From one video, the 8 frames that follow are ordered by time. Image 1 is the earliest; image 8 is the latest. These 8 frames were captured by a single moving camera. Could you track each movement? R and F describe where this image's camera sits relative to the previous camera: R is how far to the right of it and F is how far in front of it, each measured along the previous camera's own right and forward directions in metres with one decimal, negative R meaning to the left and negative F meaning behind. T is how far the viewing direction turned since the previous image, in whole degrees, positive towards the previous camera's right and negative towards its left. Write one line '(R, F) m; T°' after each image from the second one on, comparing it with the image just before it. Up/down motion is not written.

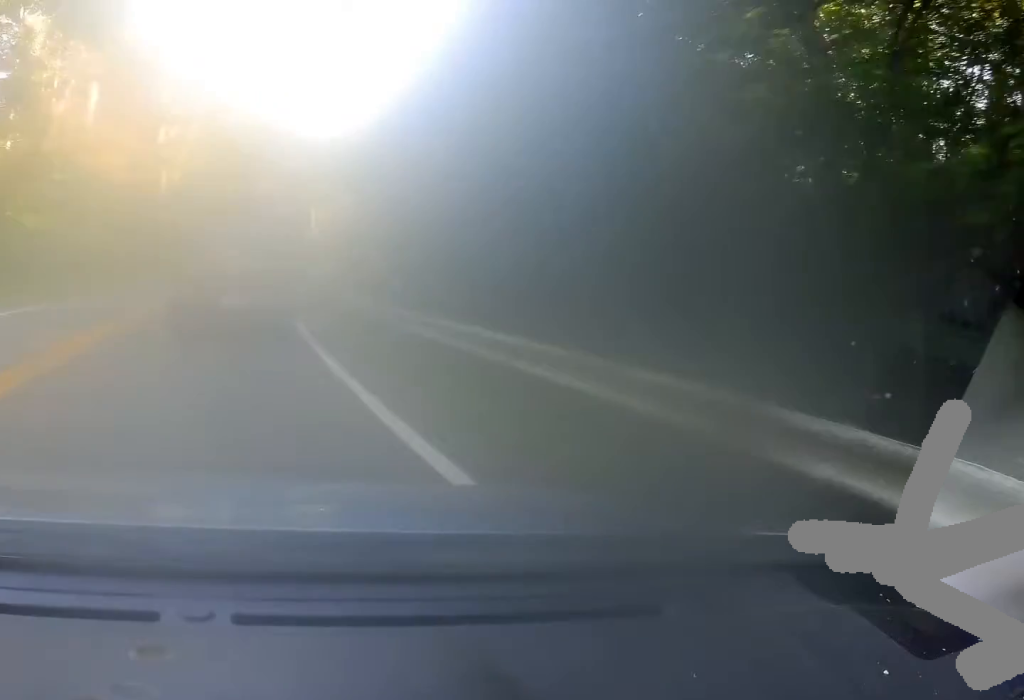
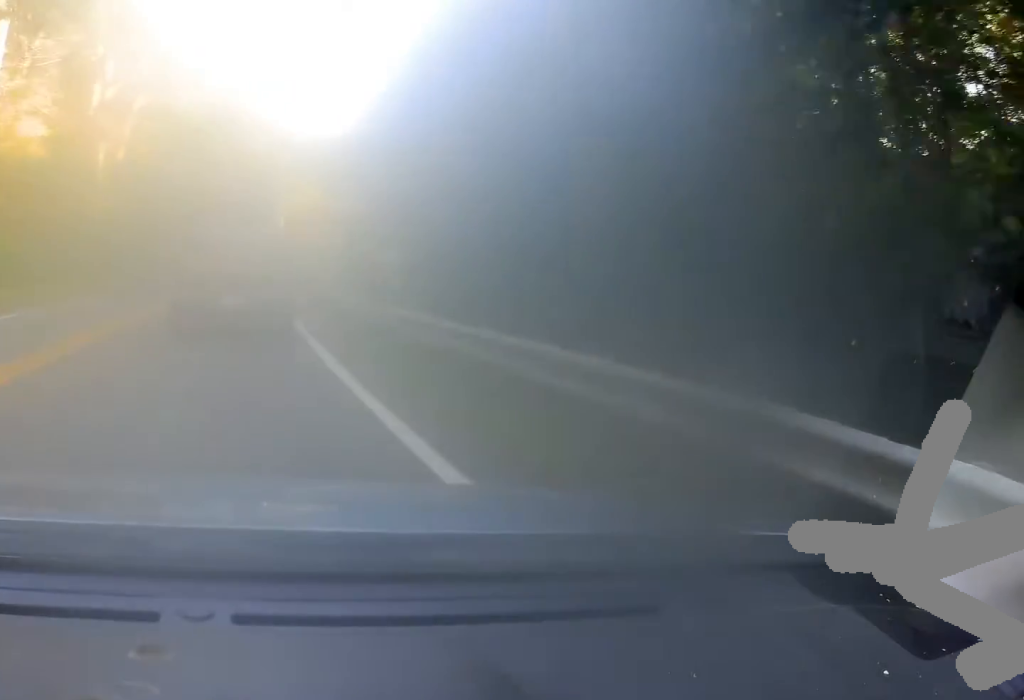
(+0.5, +15.8) m; +3°
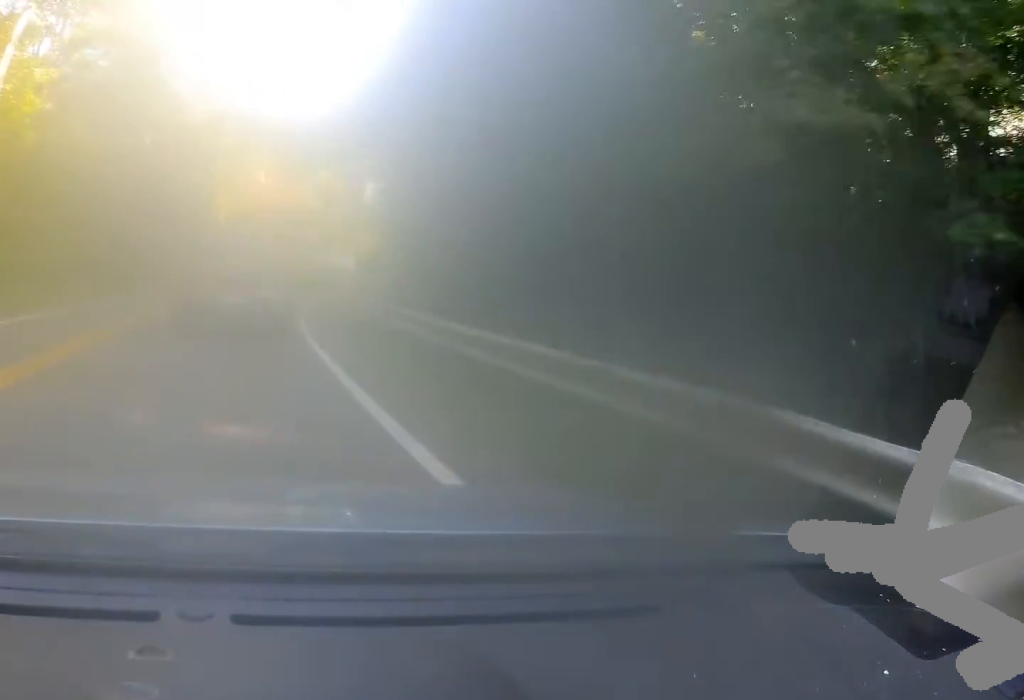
(+0.5, +22.7) m; +3°
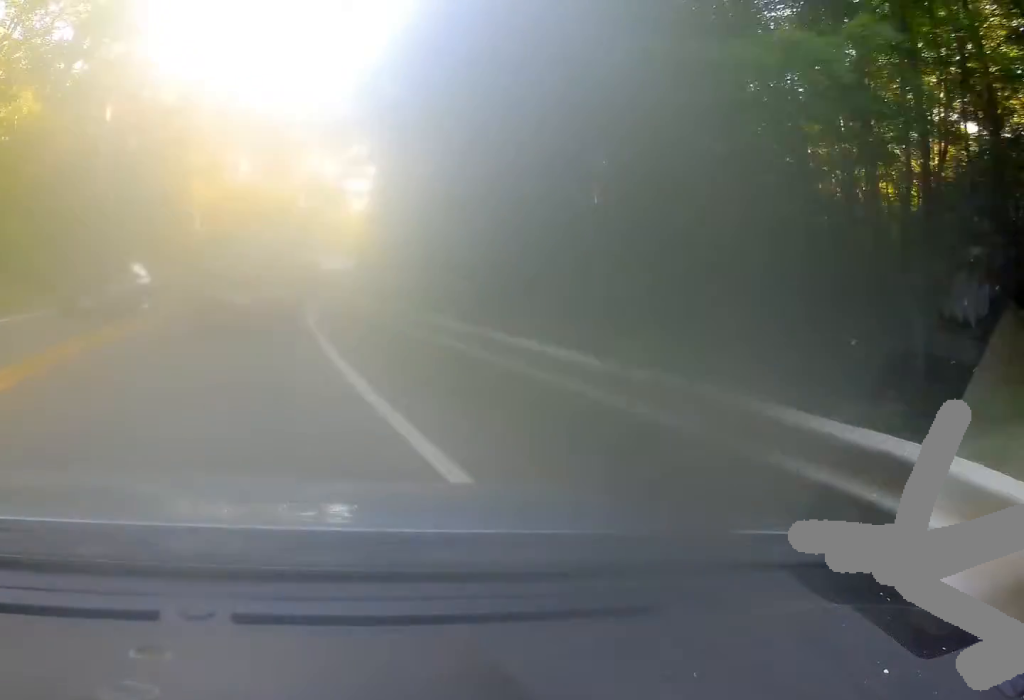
(+0.1, +9.5) m; +2°
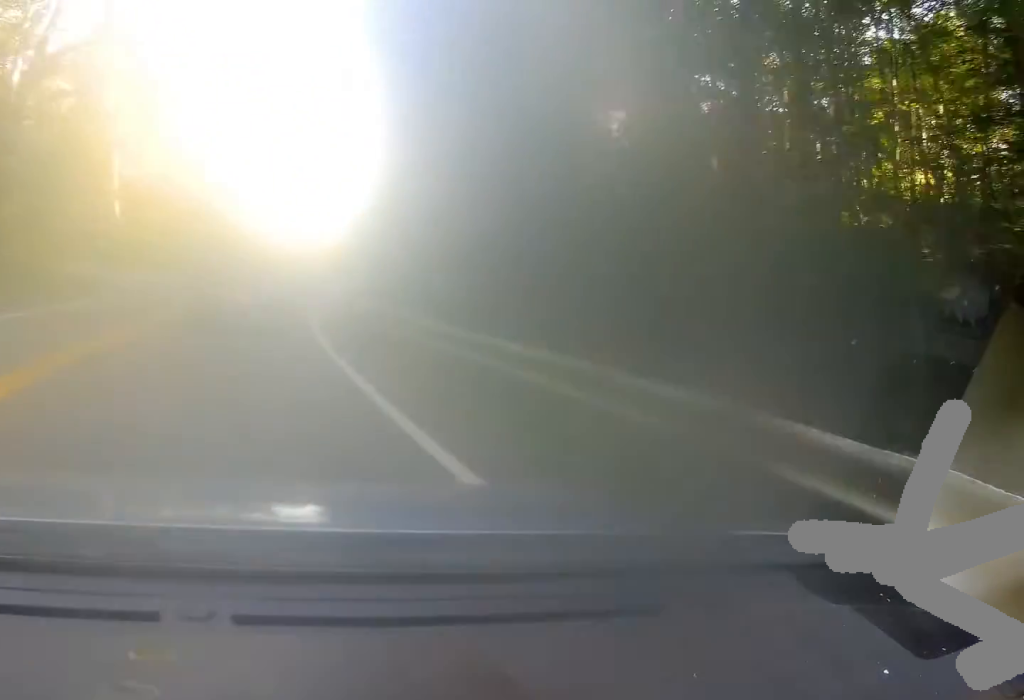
(+0.6, +17.7) m; +5°
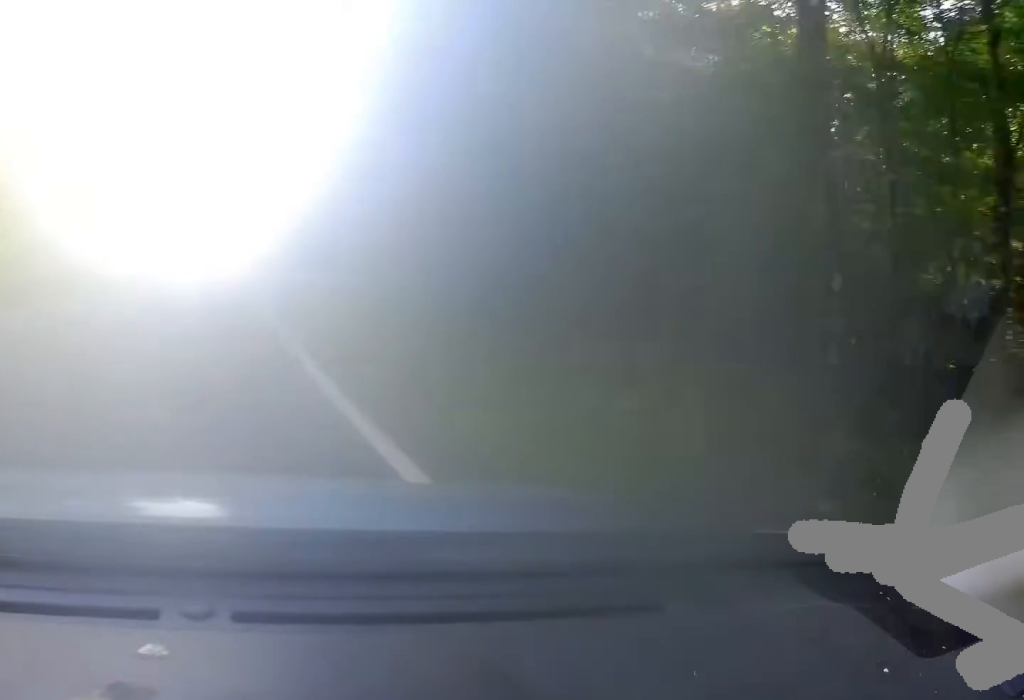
(+3.4, +33.0) m; +11°
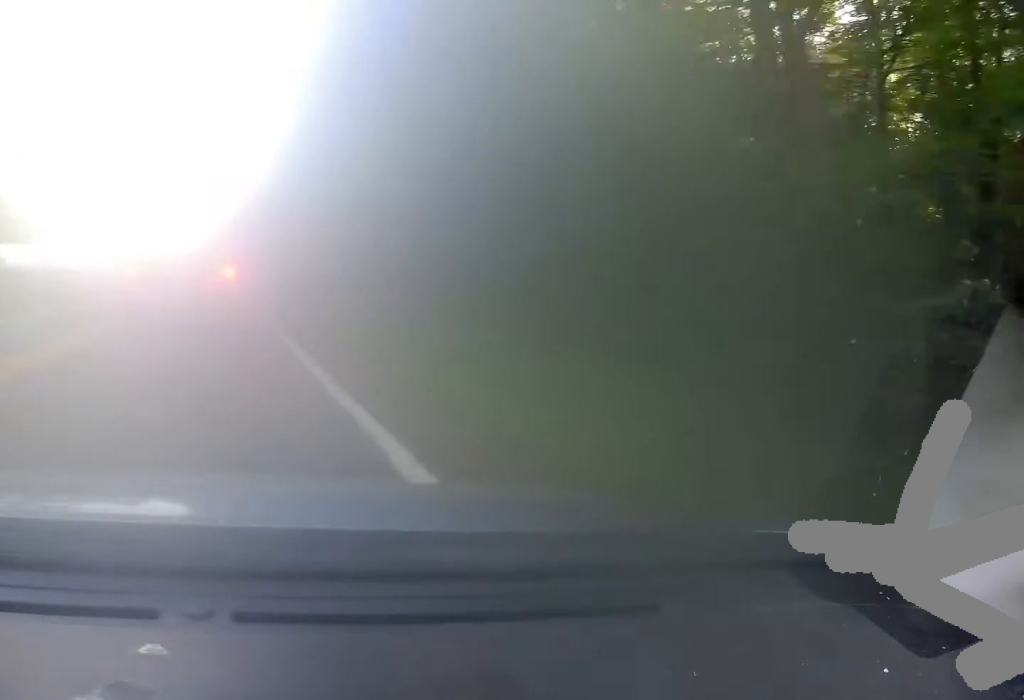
(+1.4, +25.7) m; +5°
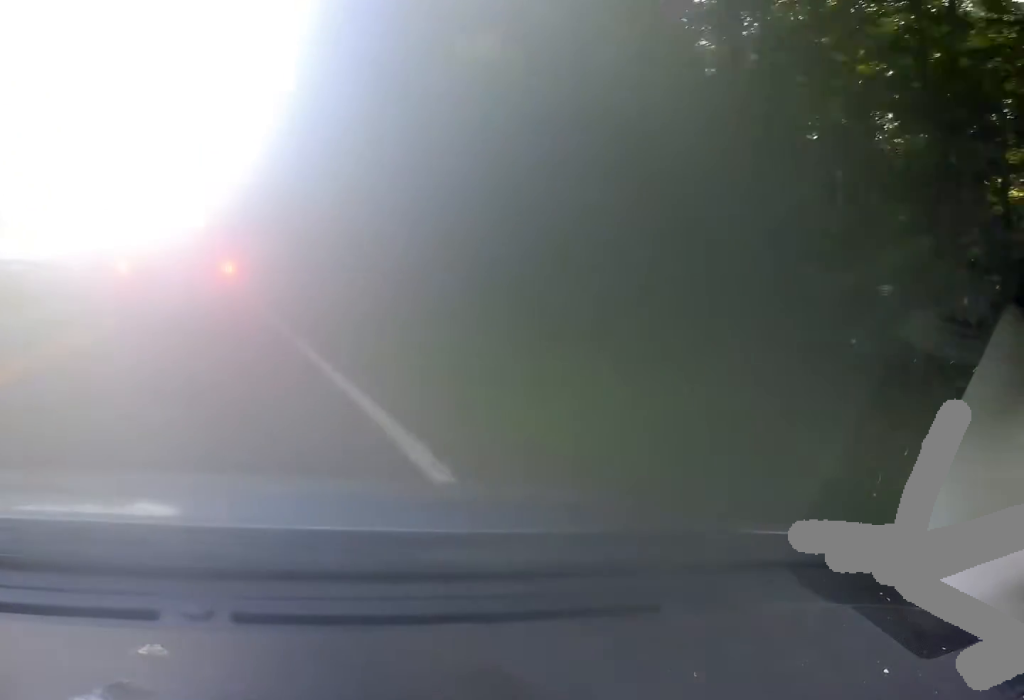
(+0.2, +12.0) m; +2°
